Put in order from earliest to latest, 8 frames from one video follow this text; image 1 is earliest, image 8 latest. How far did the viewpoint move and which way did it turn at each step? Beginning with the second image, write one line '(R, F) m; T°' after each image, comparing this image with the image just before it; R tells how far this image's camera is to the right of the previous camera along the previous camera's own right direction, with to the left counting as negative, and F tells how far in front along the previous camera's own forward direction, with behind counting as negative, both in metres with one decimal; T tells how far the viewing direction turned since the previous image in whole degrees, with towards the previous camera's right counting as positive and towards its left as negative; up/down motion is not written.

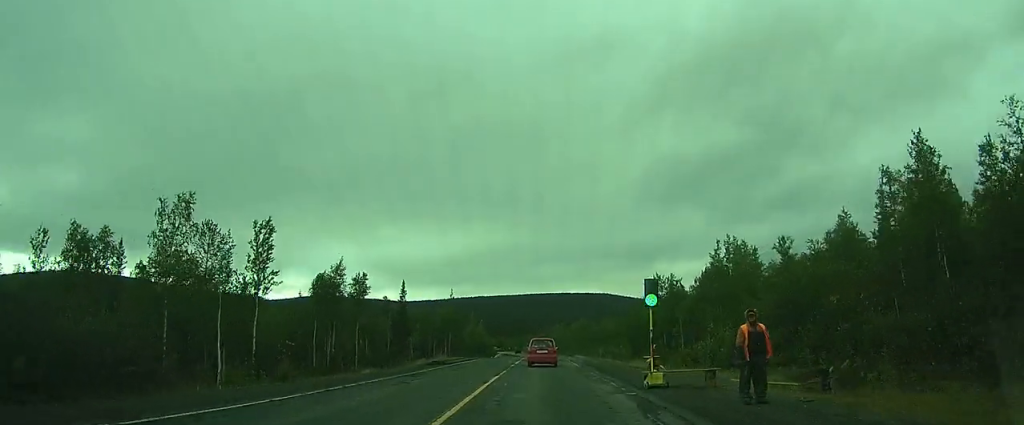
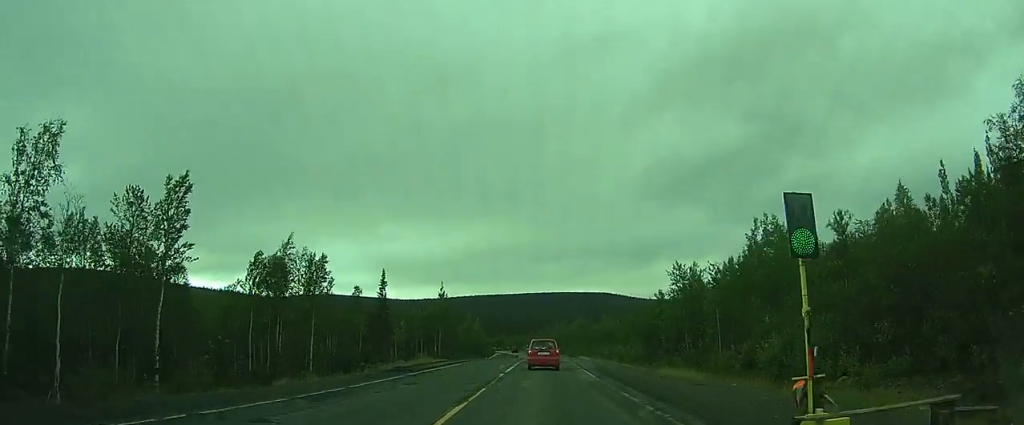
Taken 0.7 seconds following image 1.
(0.0, +10.3) m; +1°
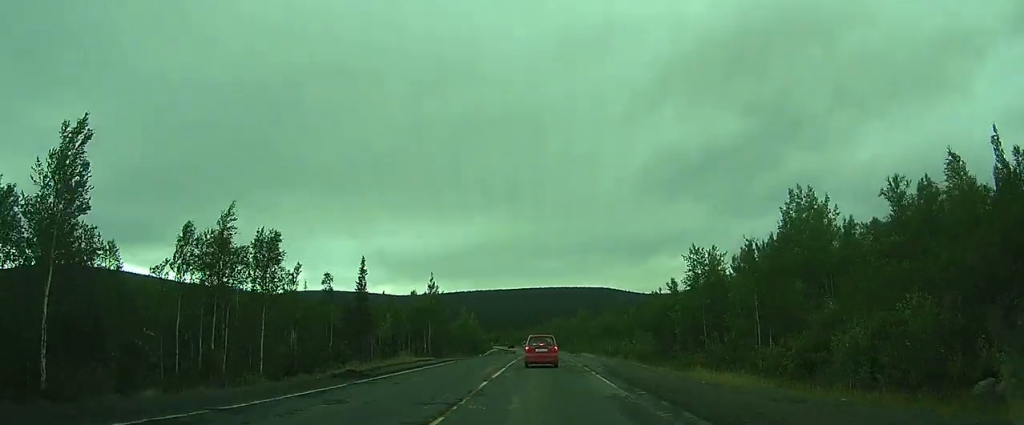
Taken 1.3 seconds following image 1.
(+0.1, +7.4) m; +1°
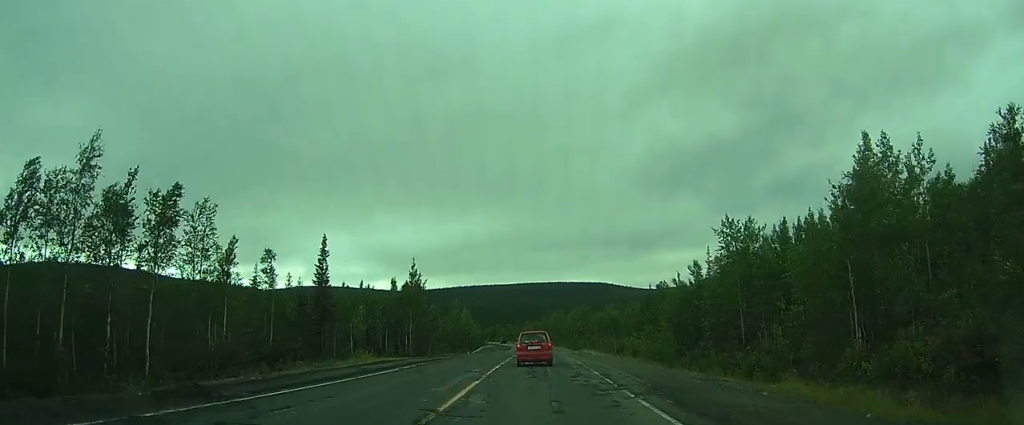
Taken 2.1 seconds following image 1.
(0.0, +10.8) m; -1°
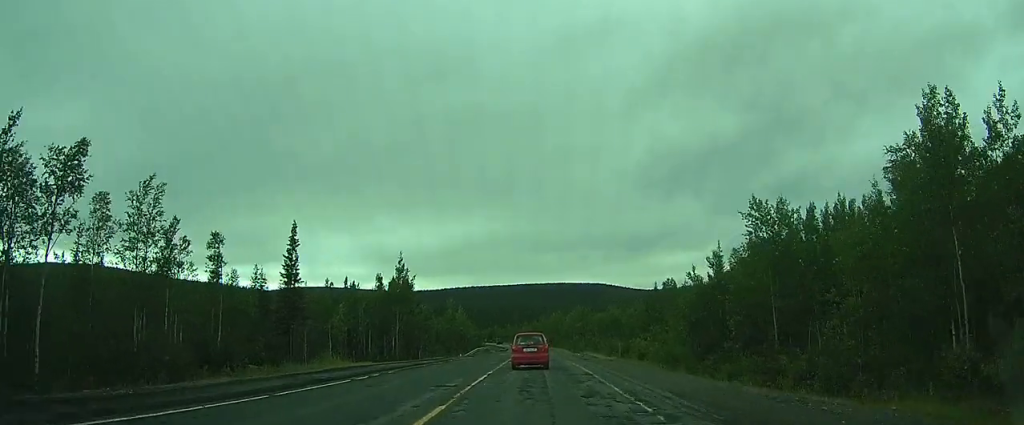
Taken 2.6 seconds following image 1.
(0.0, +6.6) m; -1°
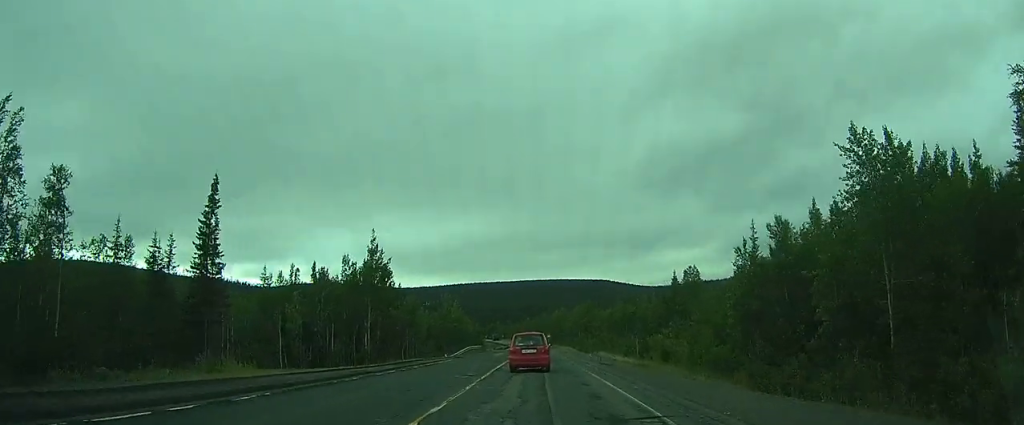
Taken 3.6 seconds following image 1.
(-0.3, +12.7) m; -1°
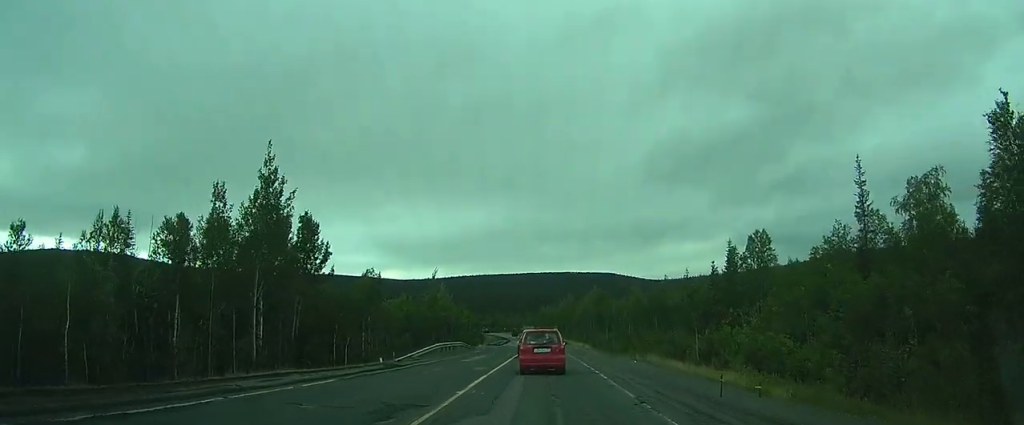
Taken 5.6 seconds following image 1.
(+0.1, +24.5) m; +1°
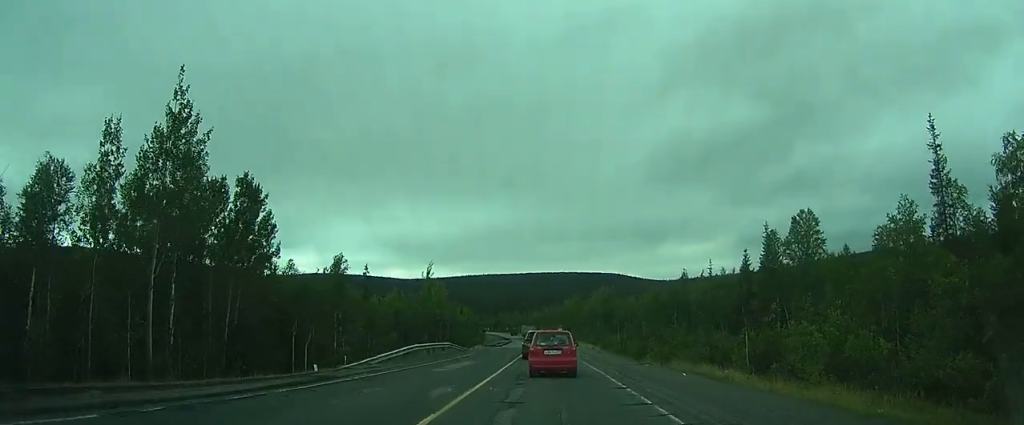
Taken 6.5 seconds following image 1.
(0.0, +10.1) m; +1°
